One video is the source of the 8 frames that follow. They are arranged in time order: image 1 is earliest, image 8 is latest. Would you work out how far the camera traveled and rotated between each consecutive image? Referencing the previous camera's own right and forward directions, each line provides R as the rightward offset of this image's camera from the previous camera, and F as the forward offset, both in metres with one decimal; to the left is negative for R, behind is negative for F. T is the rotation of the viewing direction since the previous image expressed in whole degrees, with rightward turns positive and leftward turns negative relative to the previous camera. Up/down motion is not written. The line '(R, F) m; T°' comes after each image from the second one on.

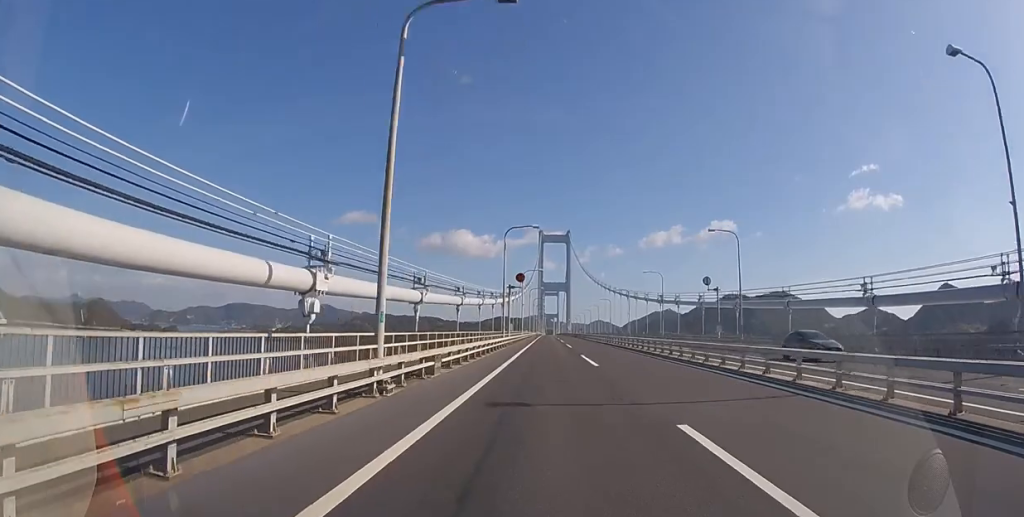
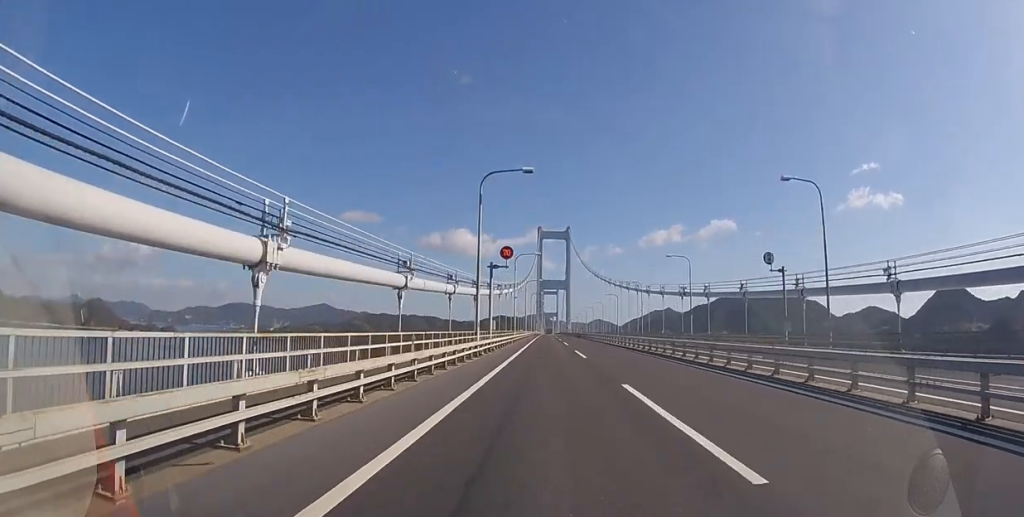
(0.0, +14.9) m; 0°
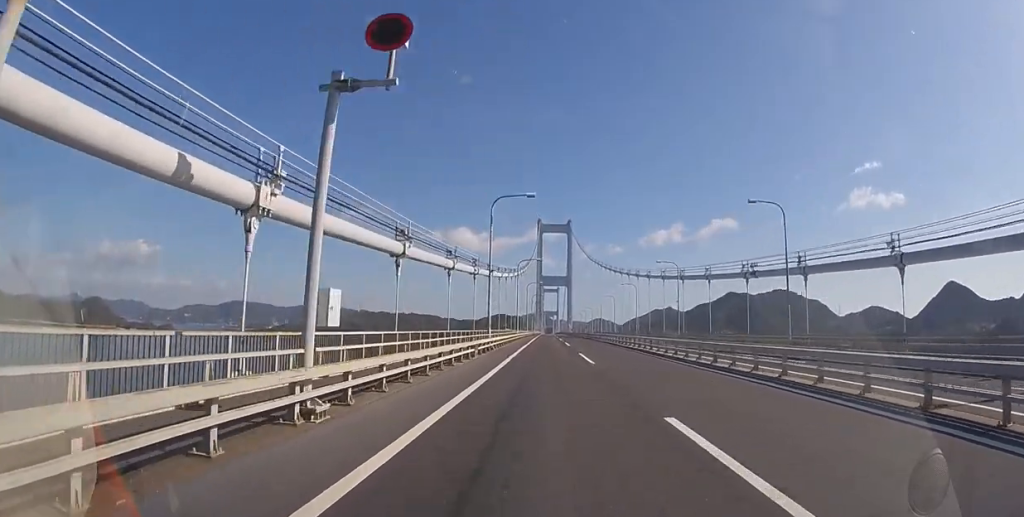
(+0.1, +24.5) m; 0°
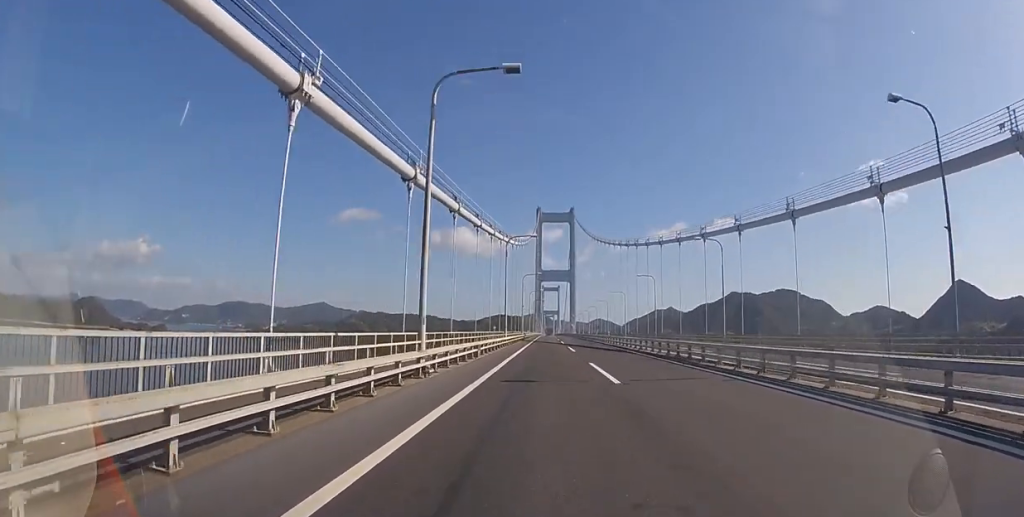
(-0.2, +47.5) m; 0°
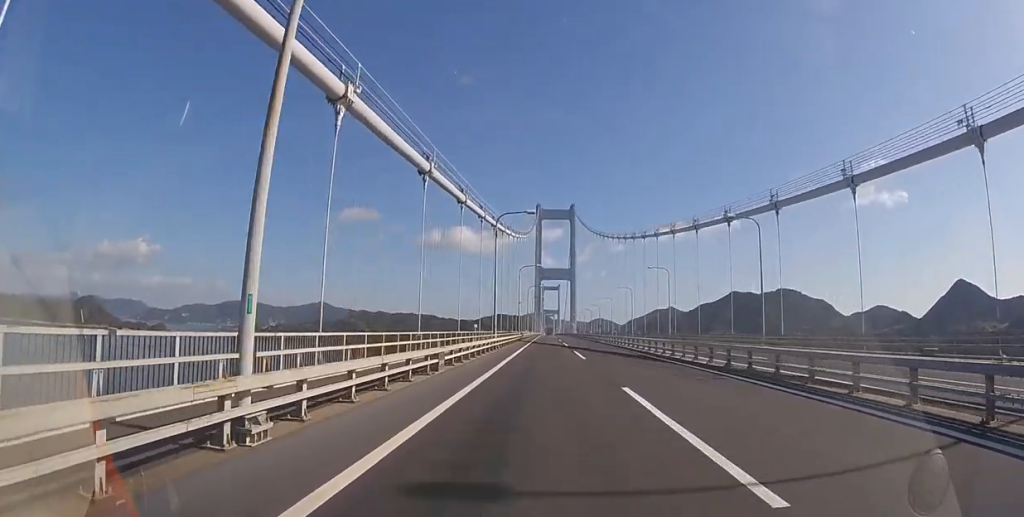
(0.0, +8.9) m; 0°
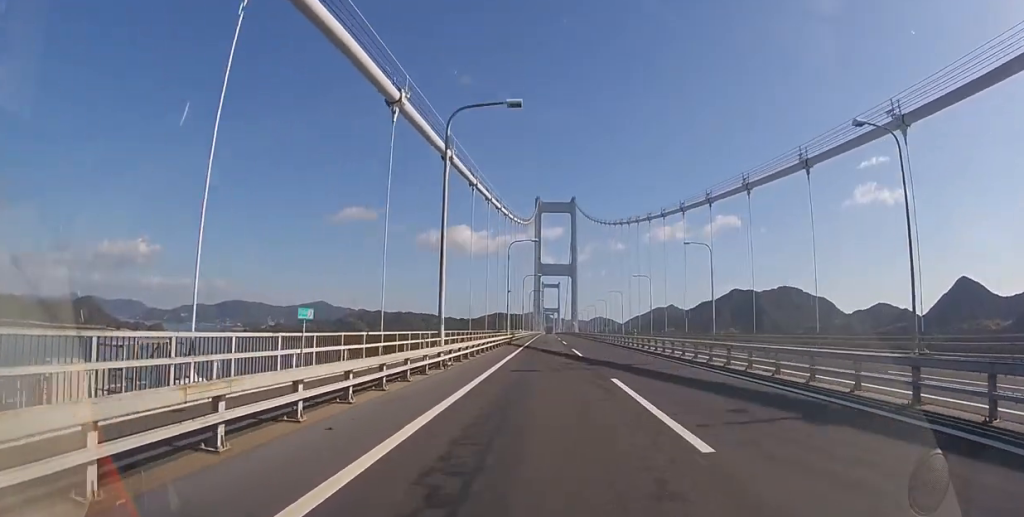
(0.0, +17.9) m; 0°
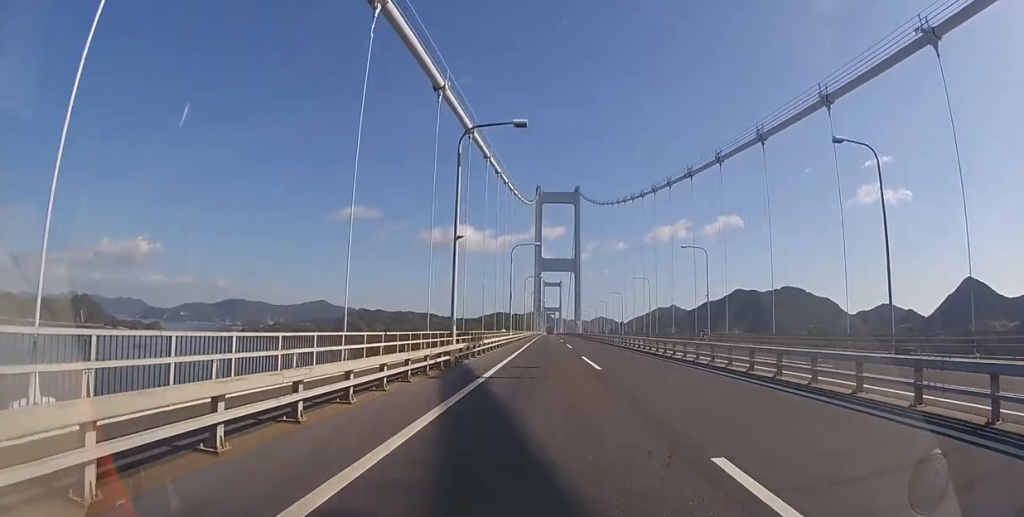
(0.0, +28.4) m; 0°
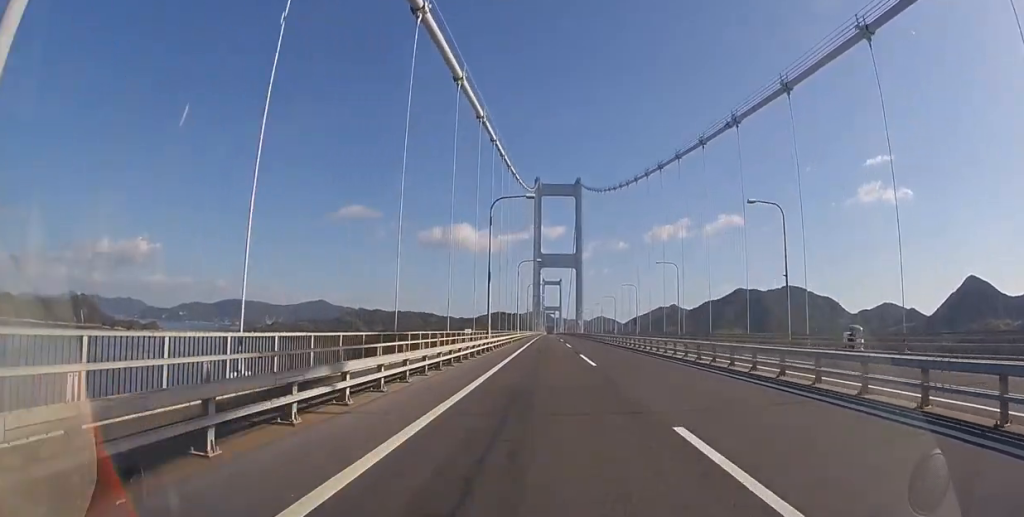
(0.0, +18.7) m; 0°
